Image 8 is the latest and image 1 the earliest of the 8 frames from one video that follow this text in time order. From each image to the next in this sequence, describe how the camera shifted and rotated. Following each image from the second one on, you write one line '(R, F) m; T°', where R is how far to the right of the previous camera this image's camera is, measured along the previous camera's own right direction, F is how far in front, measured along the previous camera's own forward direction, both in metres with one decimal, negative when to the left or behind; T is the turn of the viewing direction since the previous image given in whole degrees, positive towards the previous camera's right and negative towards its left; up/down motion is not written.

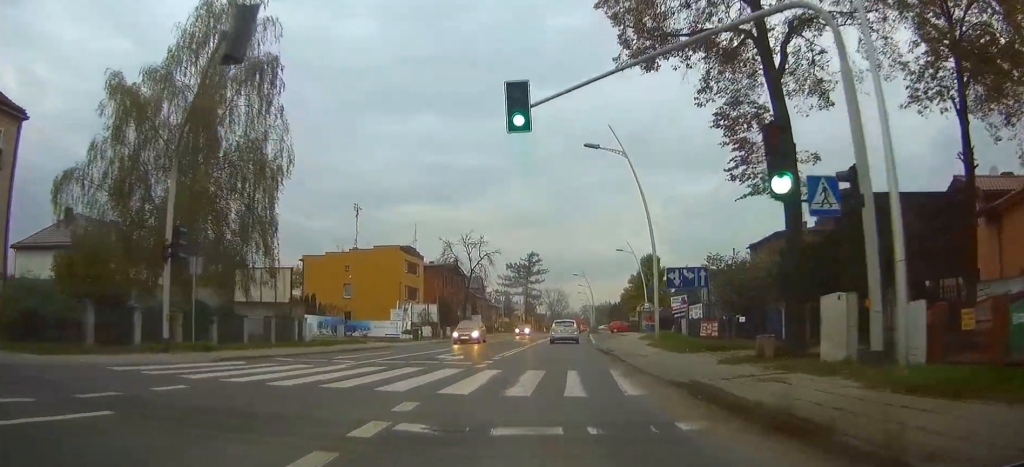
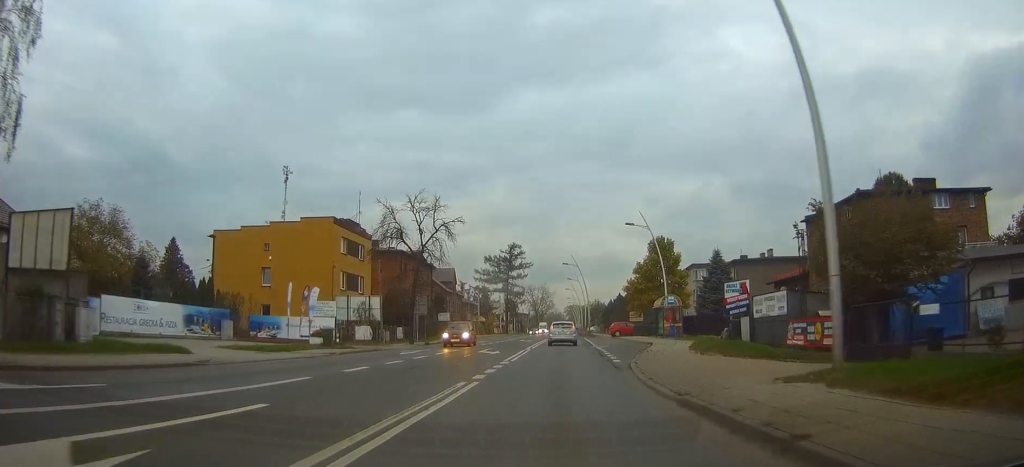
(+0.5, +19.9) m; +1°
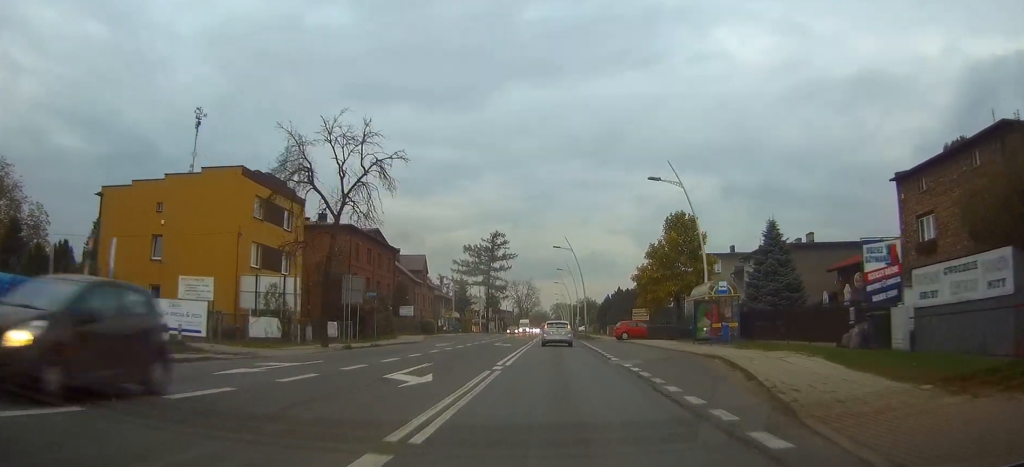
(-0.1, +15.6) m; 0°
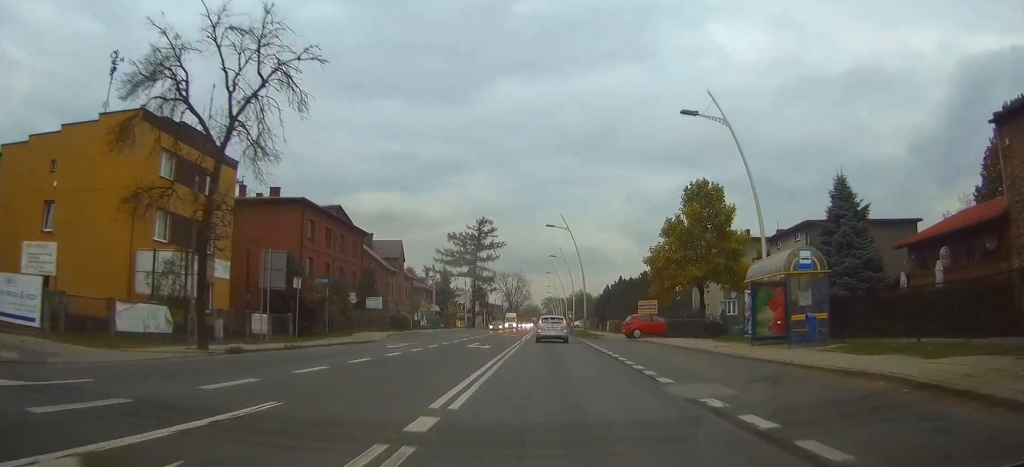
(+0.1, +10.5) m; 0°
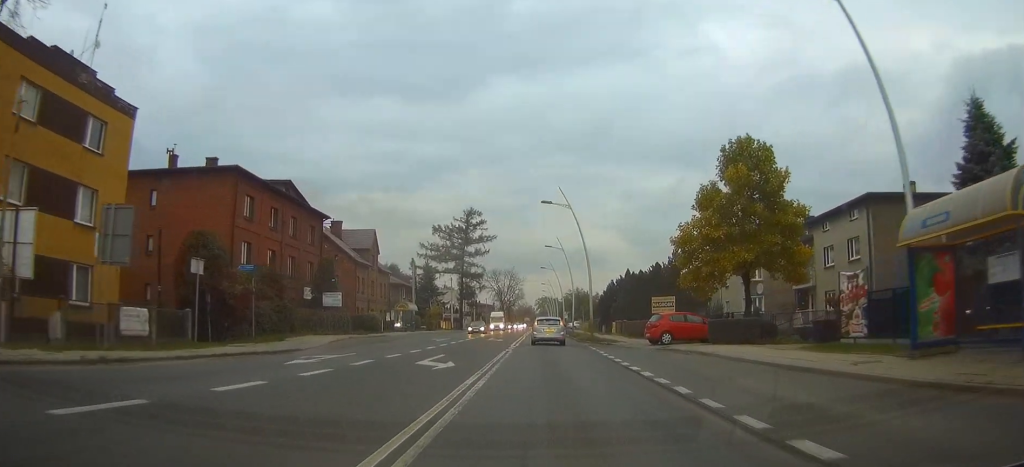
(0.0, +11.1) m; 0°
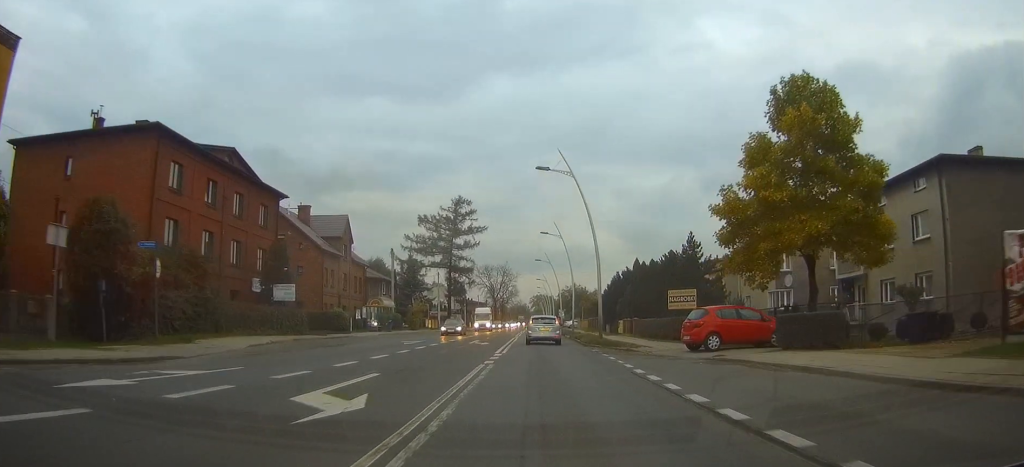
(0.0, +9.2) m; 0°
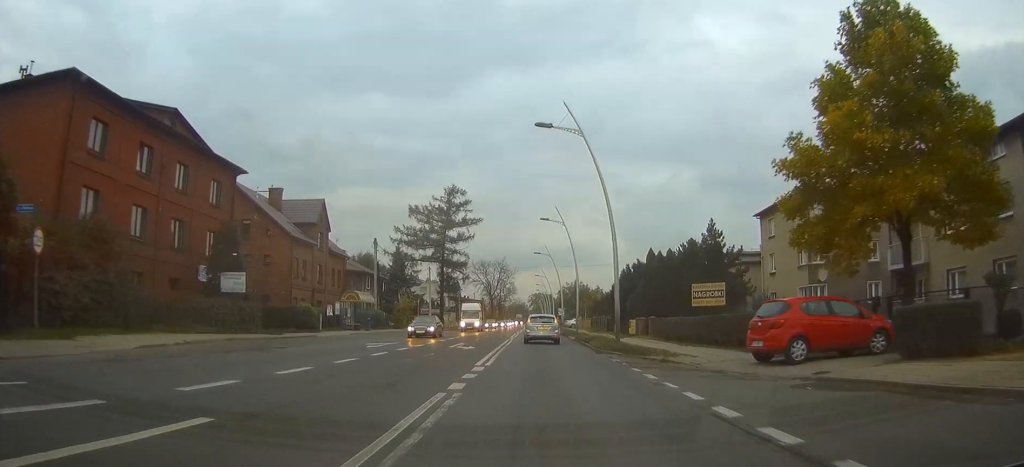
(0.0, +7.6) m; 0°
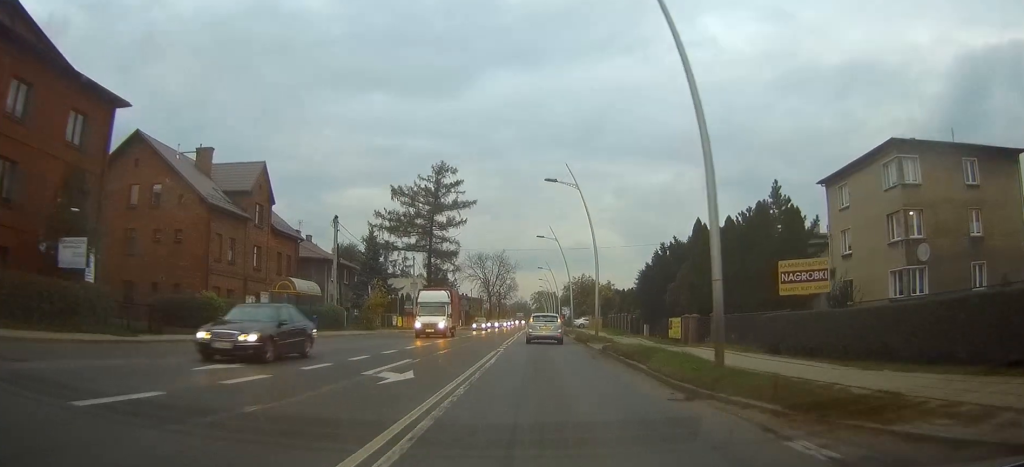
(+0.1, +14.7) m; +1°
